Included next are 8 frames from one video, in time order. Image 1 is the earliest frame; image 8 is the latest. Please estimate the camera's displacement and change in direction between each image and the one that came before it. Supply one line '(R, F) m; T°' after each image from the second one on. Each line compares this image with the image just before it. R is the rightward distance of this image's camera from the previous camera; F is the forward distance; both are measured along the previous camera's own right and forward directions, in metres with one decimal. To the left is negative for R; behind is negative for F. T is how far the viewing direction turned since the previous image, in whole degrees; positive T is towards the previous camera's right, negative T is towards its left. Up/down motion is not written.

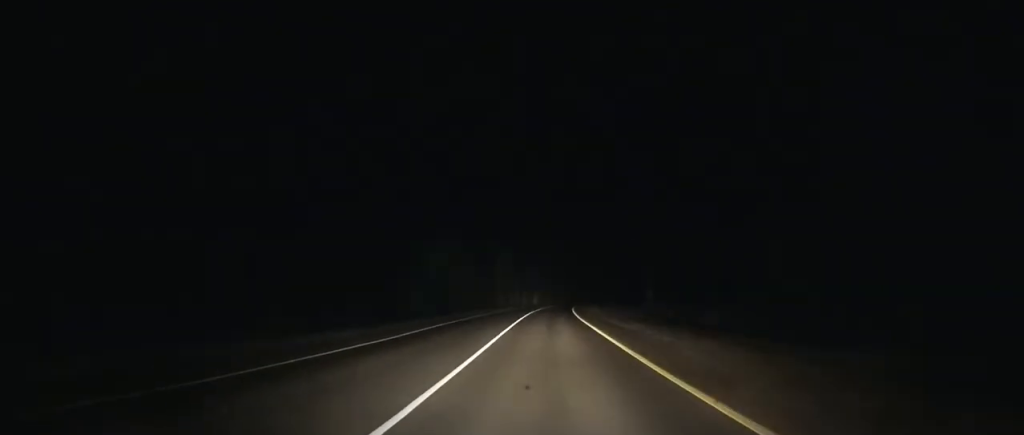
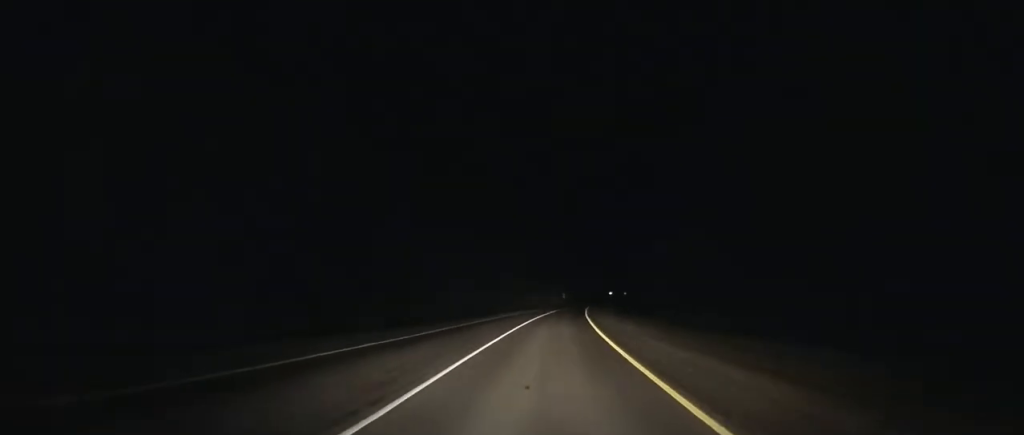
(+6.6, +121.8) m; +7°
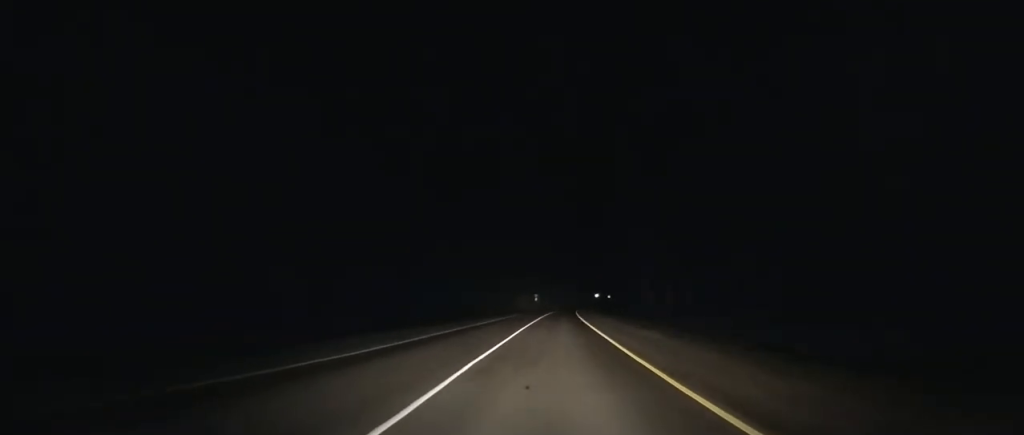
(+0.3, +40.3) m; +3°
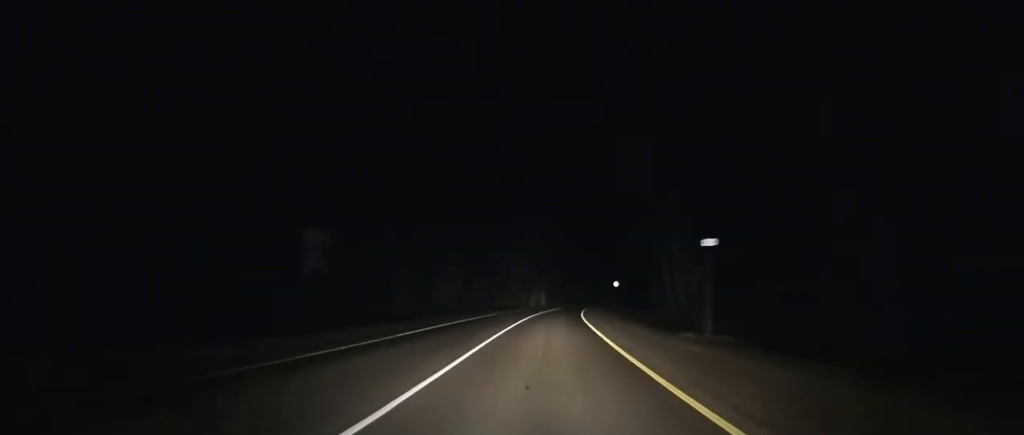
(+7.3, +113.0) m; +6°
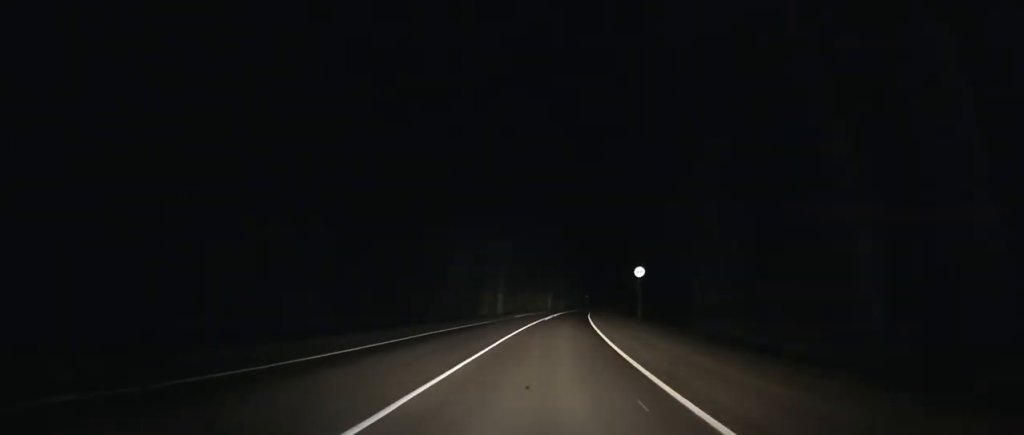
(0.0, +45.9) m; +2°
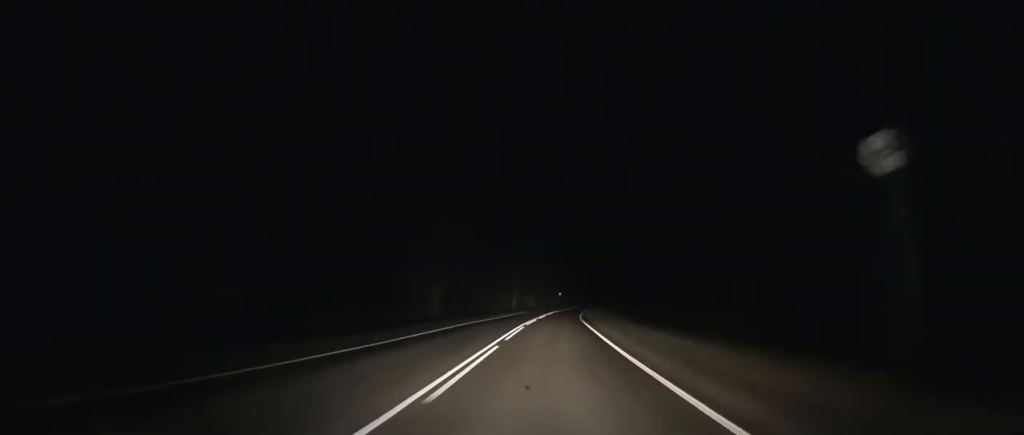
(+1.3, +35.5) m; +2°
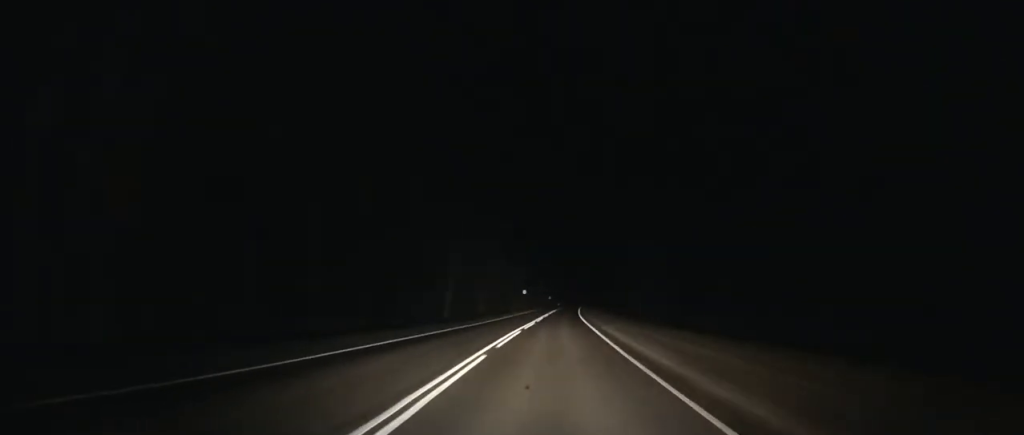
(+0.7, +51.7) m; +3°
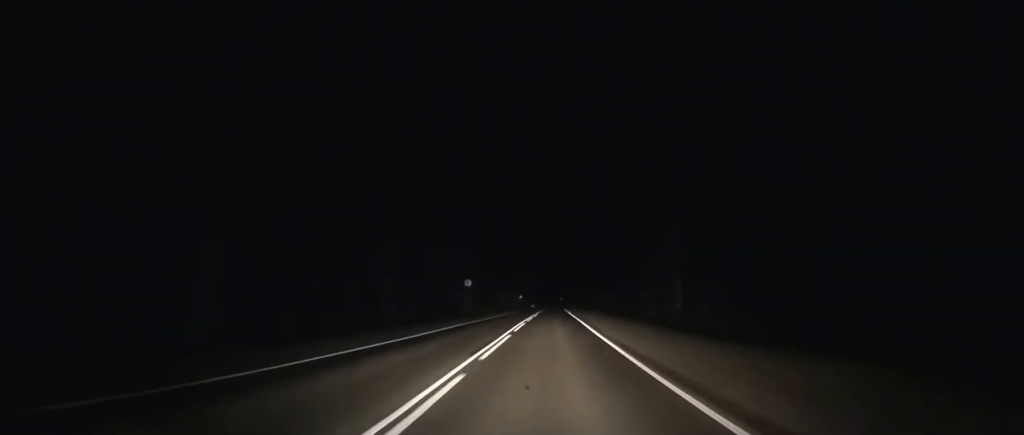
(+2.3, +51.3) m; +3°
